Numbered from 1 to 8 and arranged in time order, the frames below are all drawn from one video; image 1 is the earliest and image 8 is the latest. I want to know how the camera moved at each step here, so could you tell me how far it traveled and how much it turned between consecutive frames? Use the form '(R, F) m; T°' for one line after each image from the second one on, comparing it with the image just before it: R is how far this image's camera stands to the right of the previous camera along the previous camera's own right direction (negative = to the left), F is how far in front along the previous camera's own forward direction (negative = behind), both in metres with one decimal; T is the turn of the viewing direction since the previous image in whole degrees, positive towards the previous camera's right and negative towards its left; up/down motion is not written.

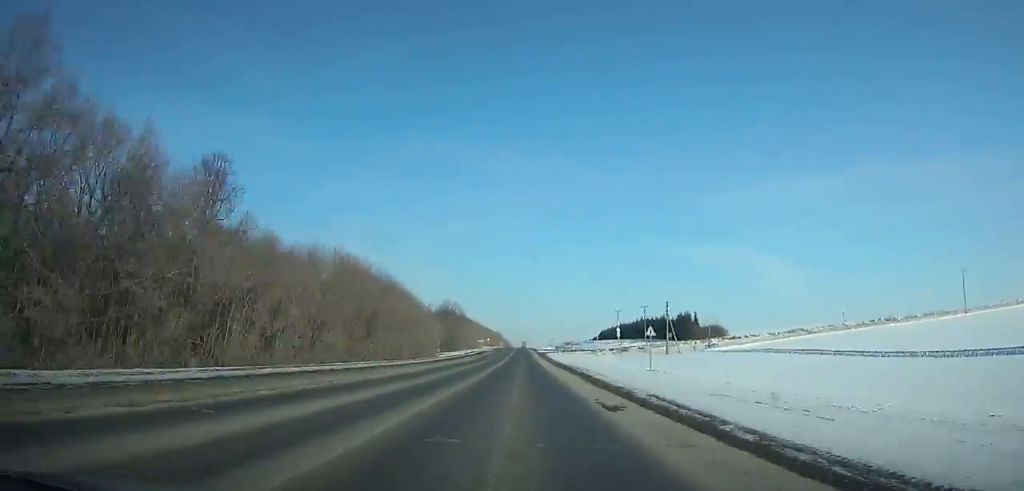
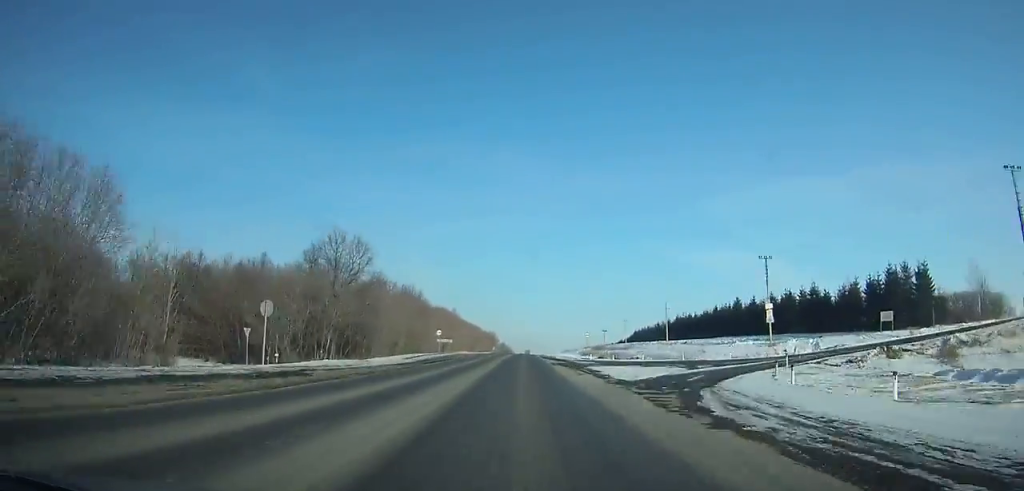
(+0.2, +114.3) m; 0°
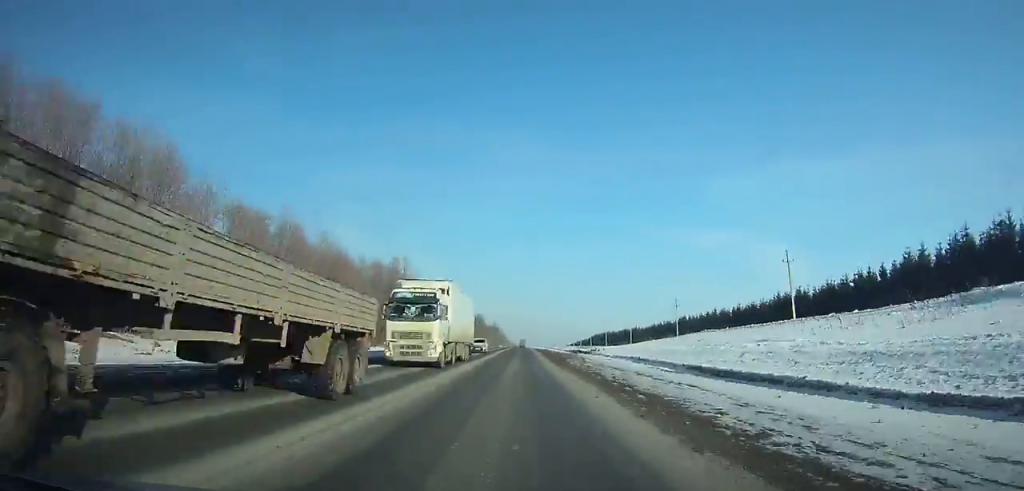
(+0.6, +231.1) m; 0°
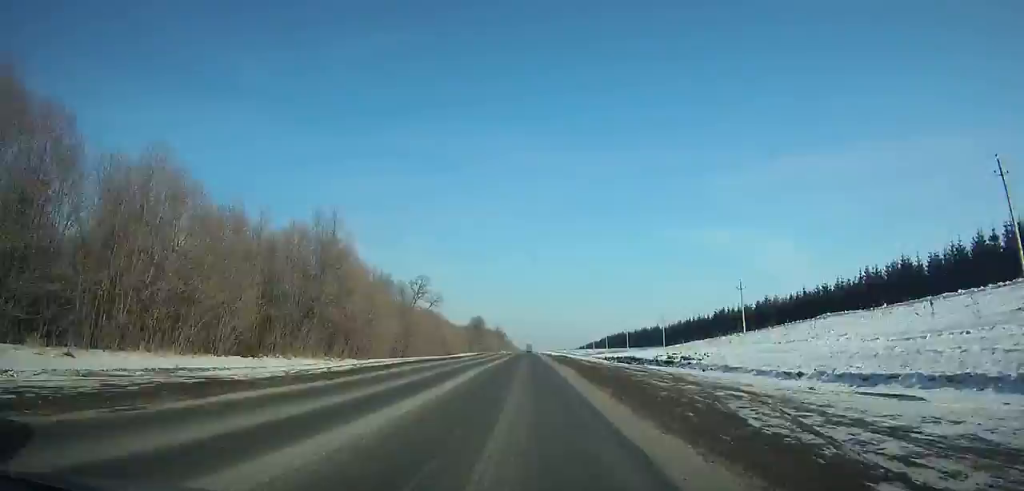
(+0.1, +34.9) m; 0°
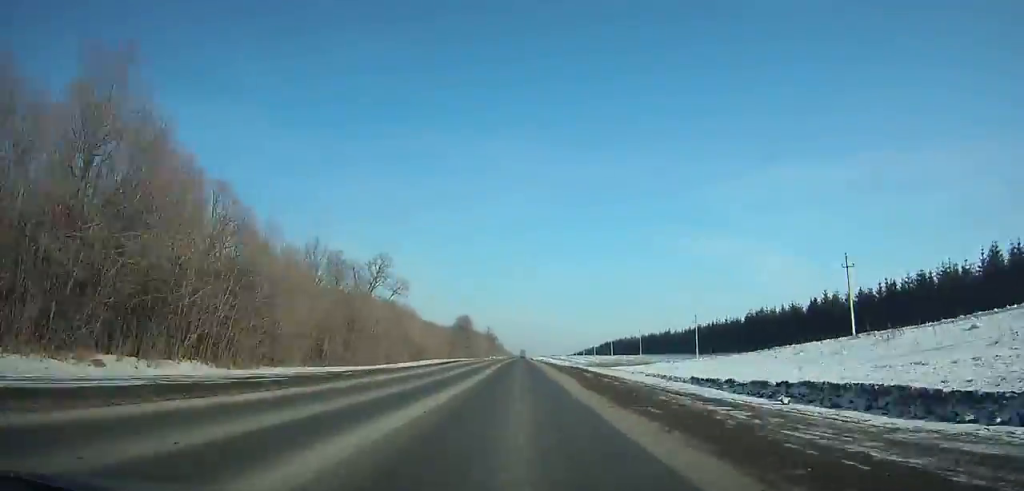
(+0.1, +32.2) m; 0°
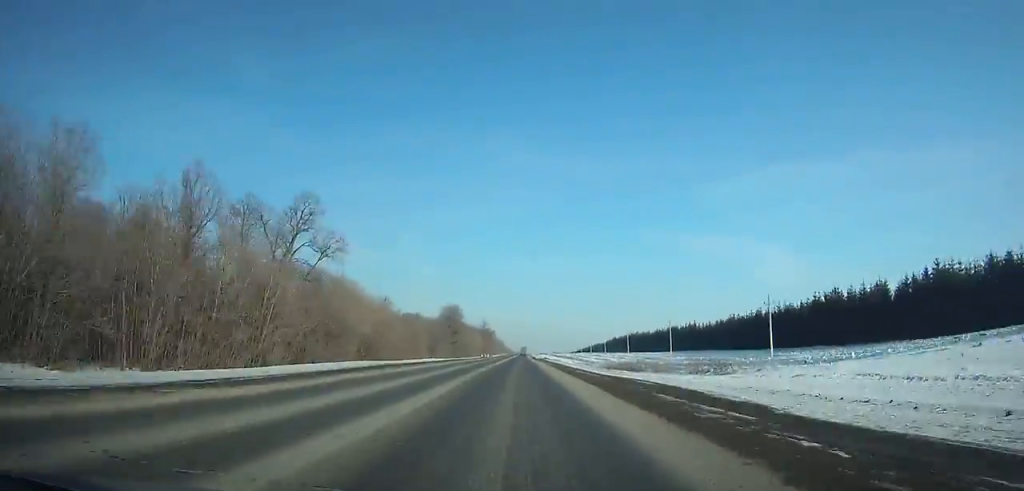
(0.0, +34.9) m; 0°
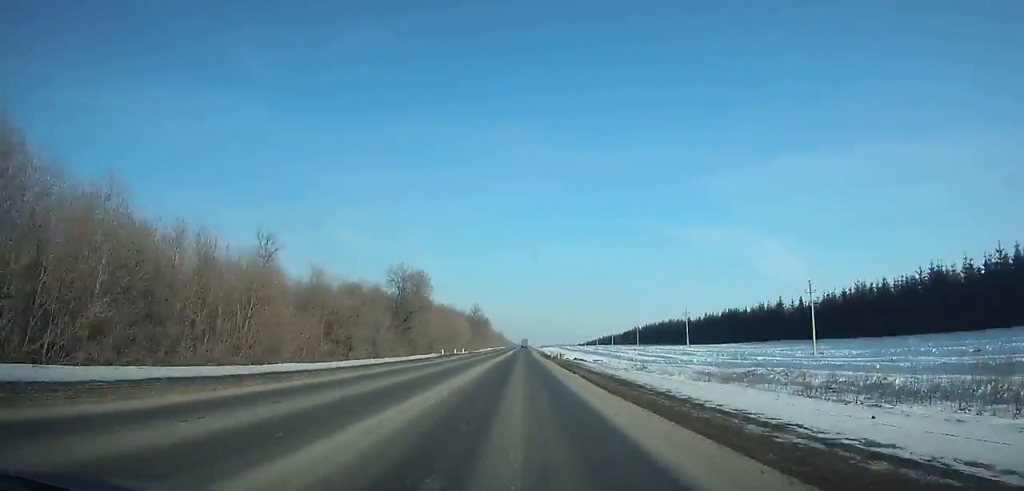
(0.0, +67.3) m; 0°
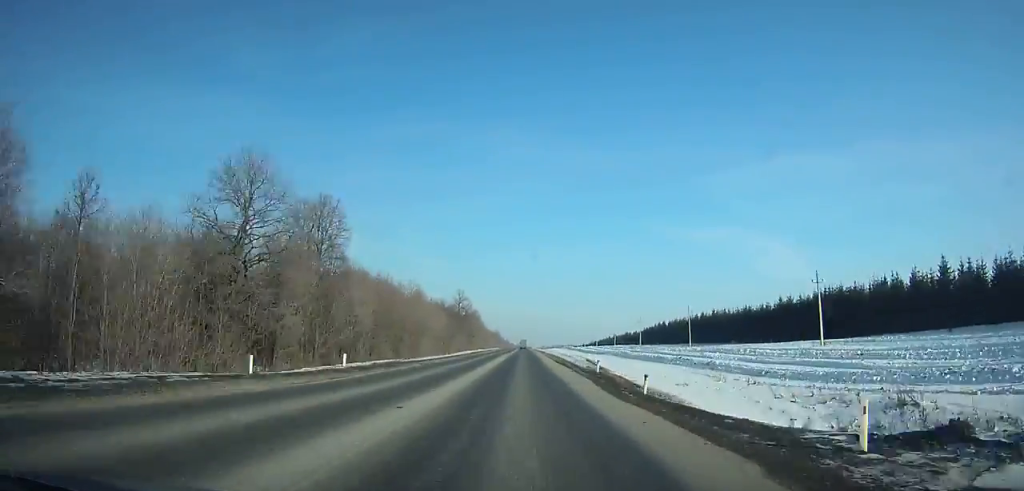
(-0.1, +57.9) m; 0°
